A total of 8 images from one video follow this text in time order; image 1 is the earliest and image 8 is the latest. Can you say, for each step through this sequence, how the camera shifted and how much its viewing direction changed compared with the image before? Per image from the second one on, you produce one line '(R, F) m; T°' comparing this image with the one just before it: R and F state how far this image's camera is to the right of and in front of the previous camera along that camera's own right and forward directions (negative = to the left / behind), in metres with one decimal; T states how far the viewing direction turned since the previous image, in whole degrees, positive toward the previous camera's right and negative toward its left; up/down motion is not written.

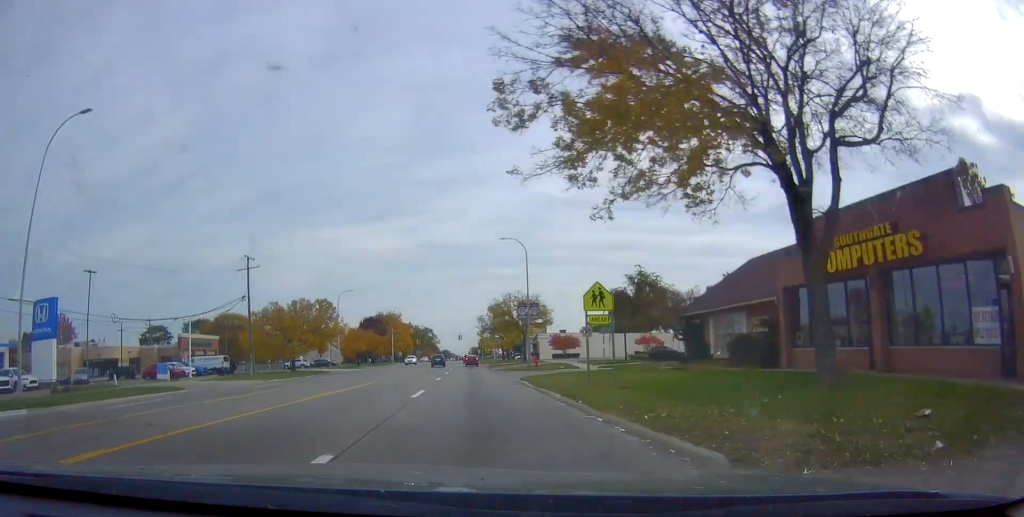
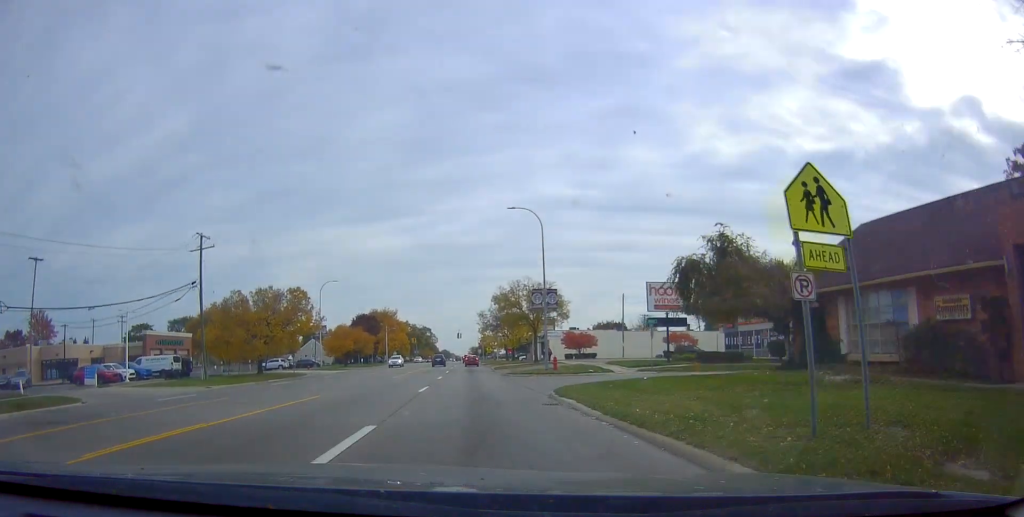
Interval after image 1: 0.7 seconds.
(+0.2, +11.8) m; +1°
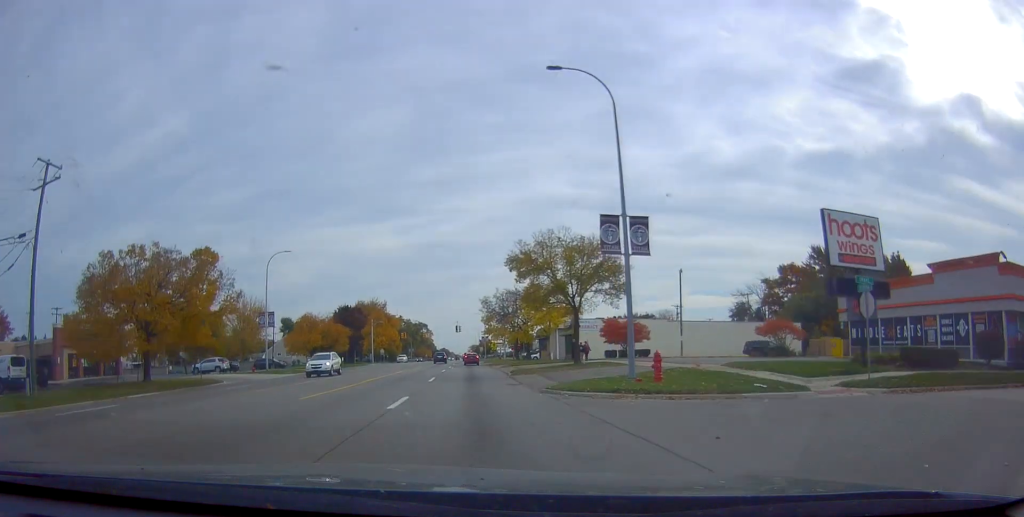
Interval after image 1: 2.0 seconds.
(+0.3, +22.9) m; +1°
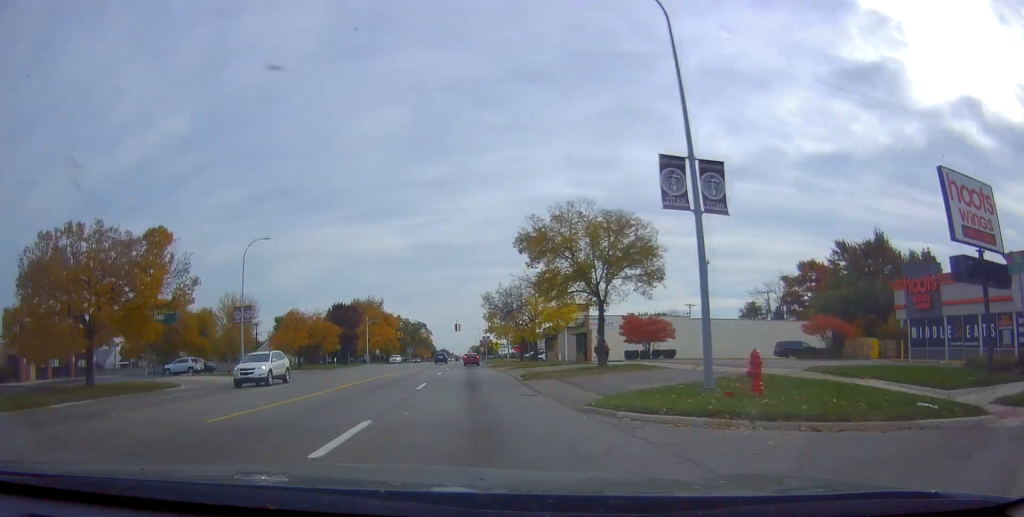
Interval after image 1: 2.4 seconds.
(0.0, +7.0) m; 0°
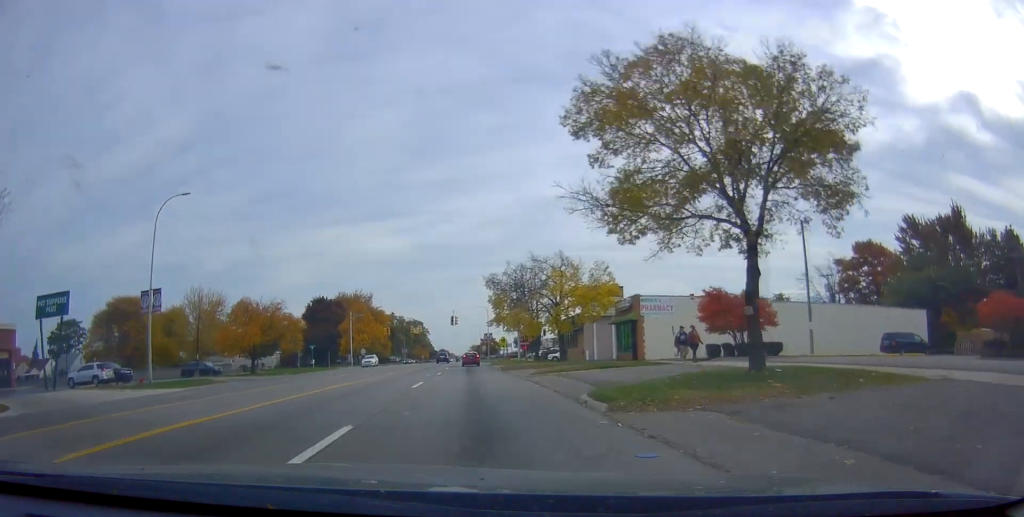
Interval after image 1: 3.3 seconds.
(-0.1, +16.7) m; -2°
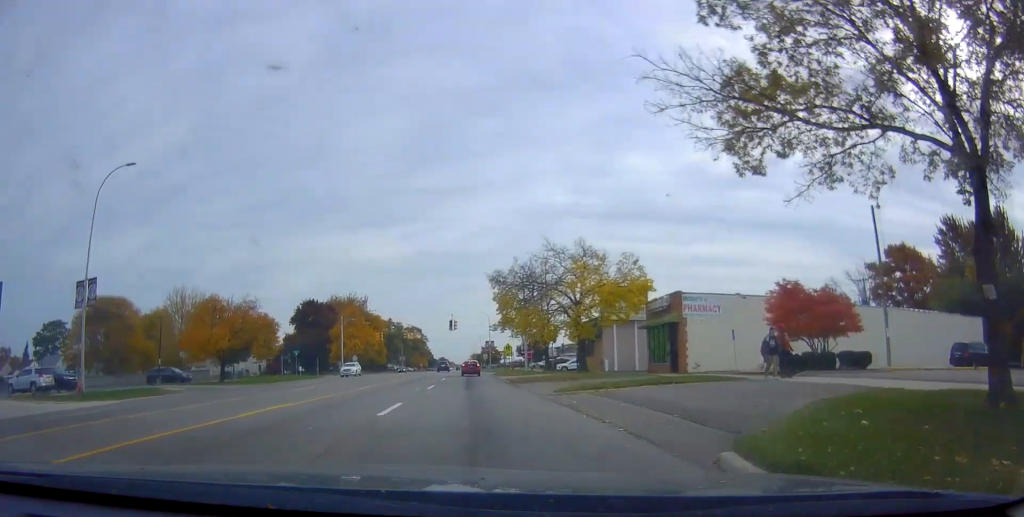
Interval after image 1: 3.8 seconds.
(-0.2, +7.9) m; -1°
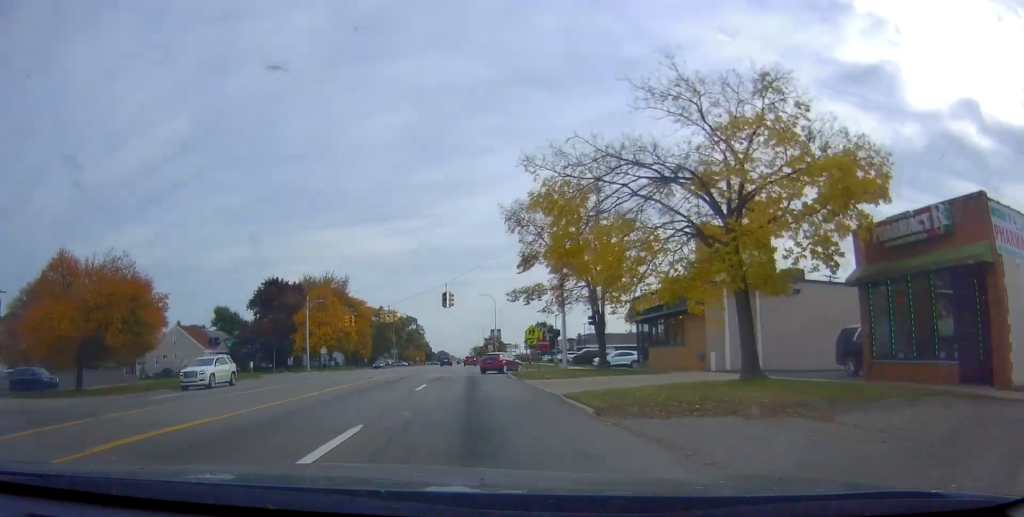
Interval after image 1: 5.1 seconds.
(-0.2, +21.8) m; +1°
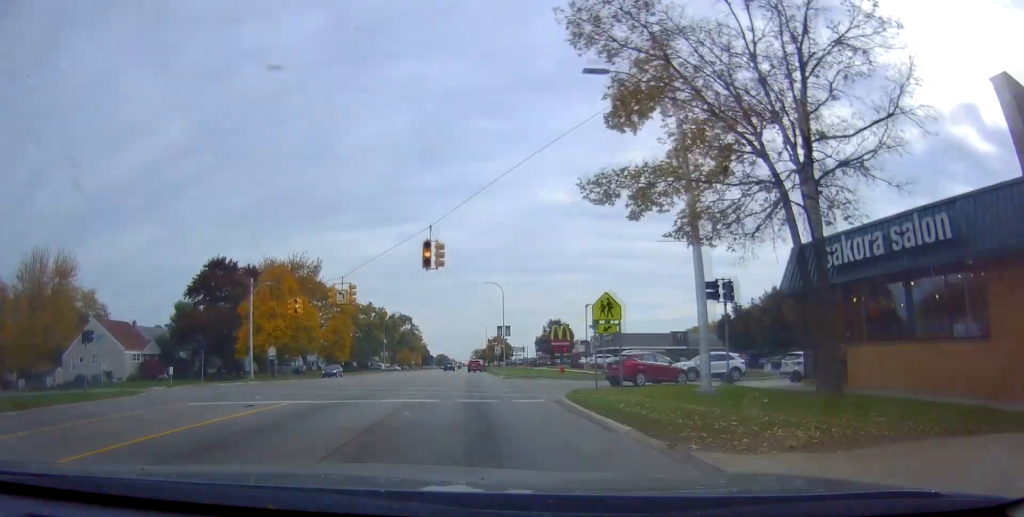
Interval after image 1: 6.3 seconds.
(+0.7, +21.0) m; +1°
